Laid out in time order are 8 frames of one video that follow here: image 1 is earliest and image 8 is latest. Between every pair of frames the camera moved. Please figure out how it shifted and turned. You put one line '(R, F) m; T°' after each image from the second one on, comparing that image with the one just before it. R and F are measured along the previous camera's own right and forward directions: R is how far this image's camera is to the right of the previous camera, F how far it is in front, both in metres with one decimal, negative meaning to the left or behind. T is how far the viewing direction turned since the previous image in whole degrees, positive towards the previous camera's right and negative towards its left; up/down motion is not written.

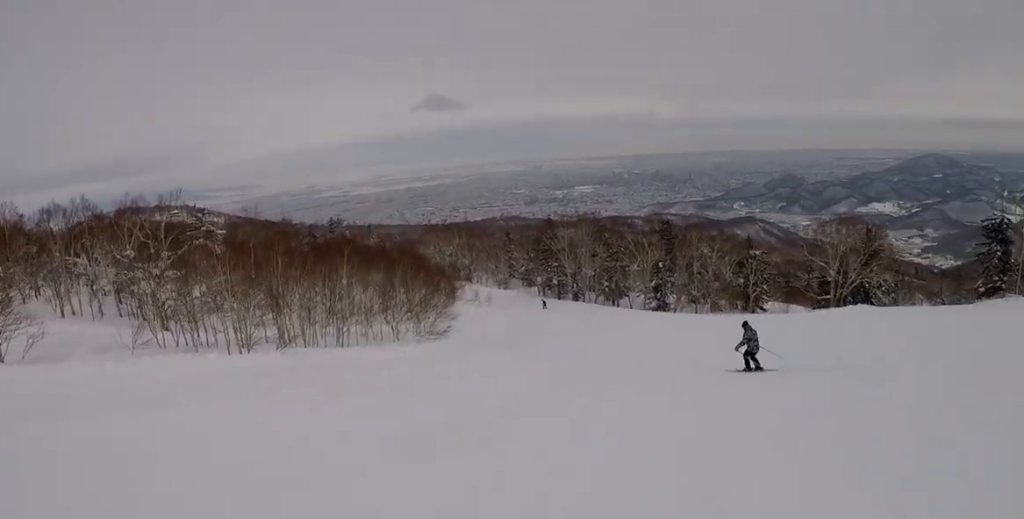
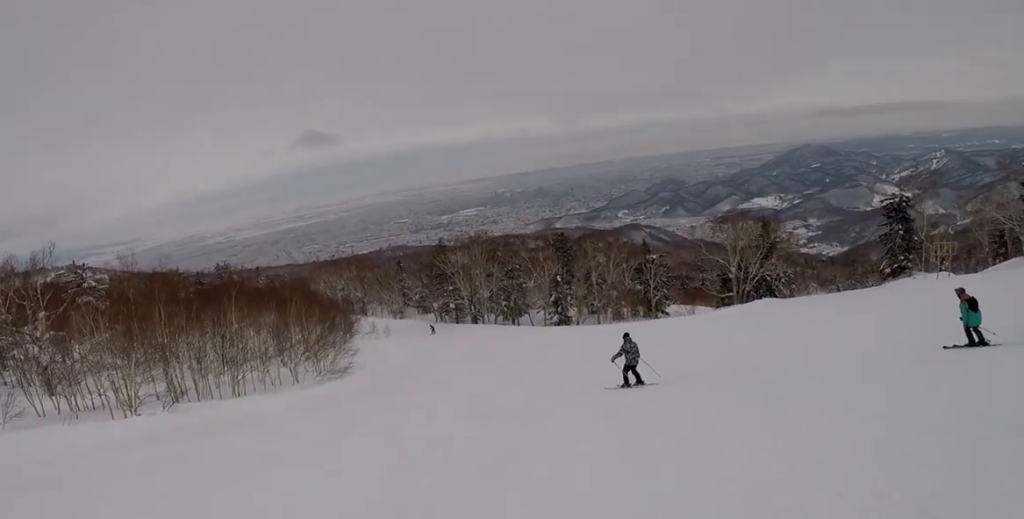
(+0.3, +2.2) m; +9°
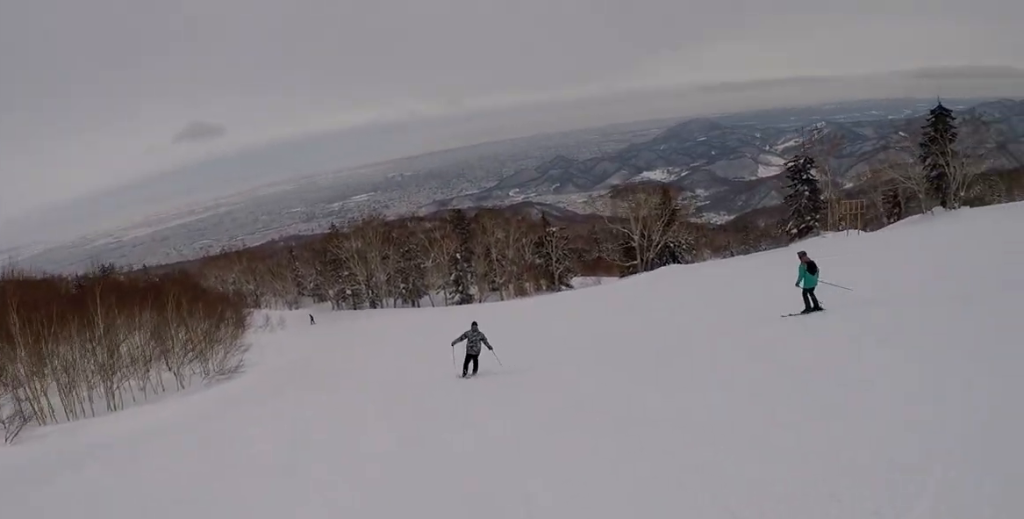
(0.0, +3.2) m; +15°
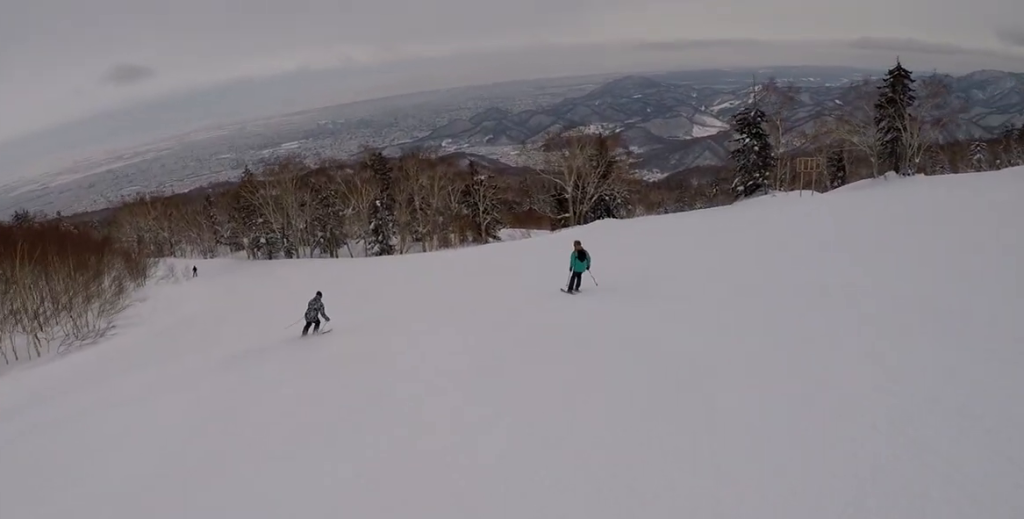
(+1.5, +5.6) m; +6°
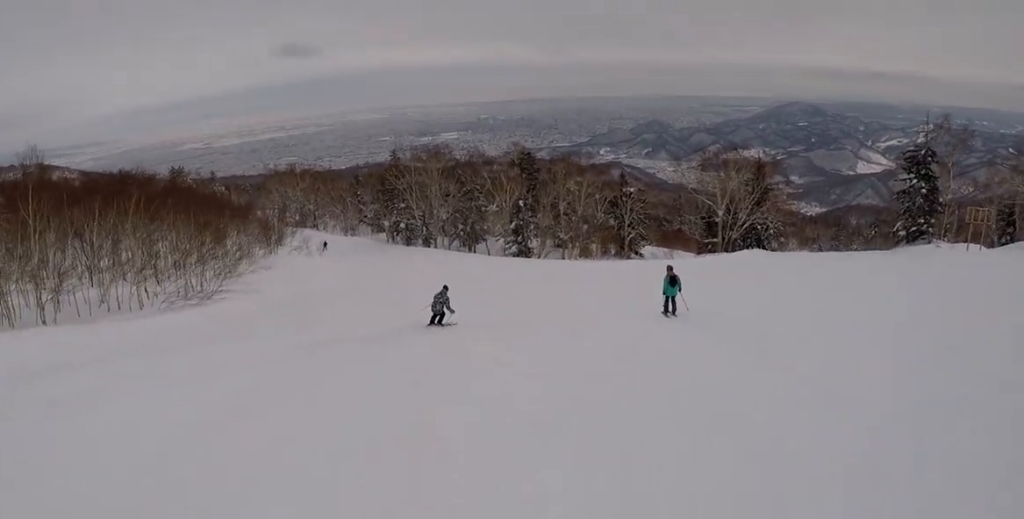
(-0.2, +2.6) m; -4°
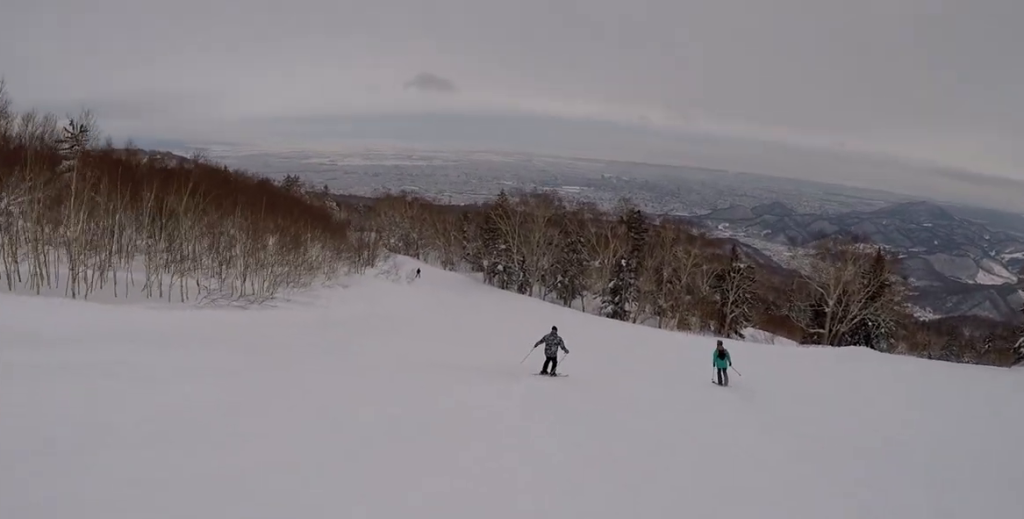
(-0.3, +3.5) m; -7°
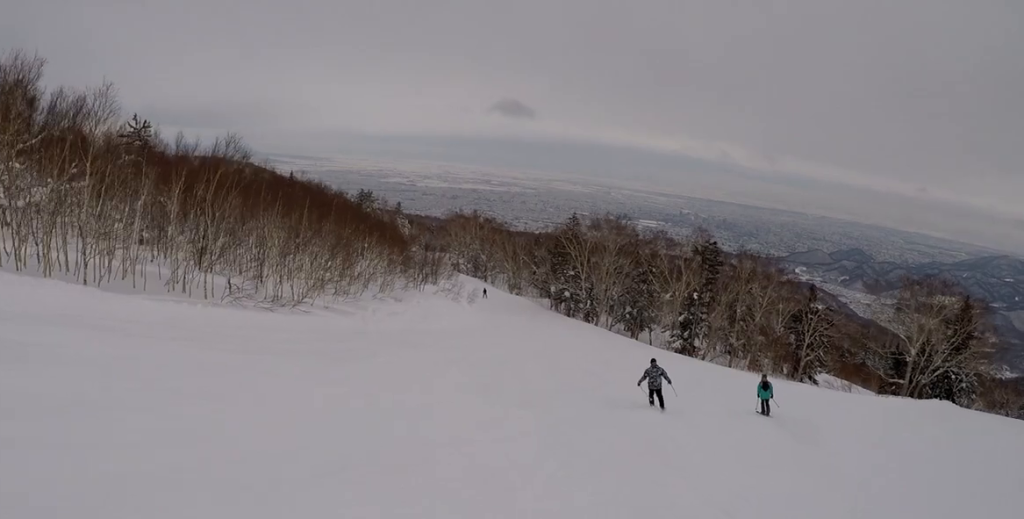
(-0.2, +3.1) m; -7°
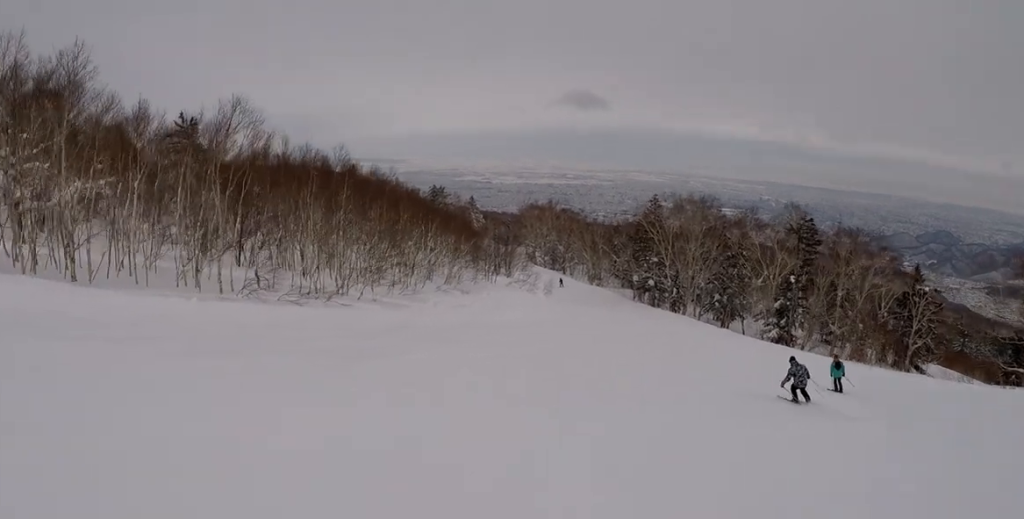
(0.0, +4.6) m; -9°
